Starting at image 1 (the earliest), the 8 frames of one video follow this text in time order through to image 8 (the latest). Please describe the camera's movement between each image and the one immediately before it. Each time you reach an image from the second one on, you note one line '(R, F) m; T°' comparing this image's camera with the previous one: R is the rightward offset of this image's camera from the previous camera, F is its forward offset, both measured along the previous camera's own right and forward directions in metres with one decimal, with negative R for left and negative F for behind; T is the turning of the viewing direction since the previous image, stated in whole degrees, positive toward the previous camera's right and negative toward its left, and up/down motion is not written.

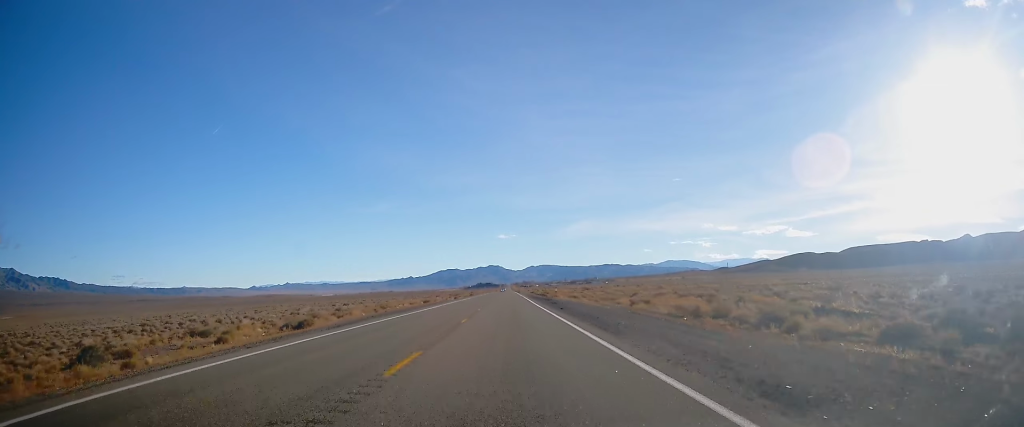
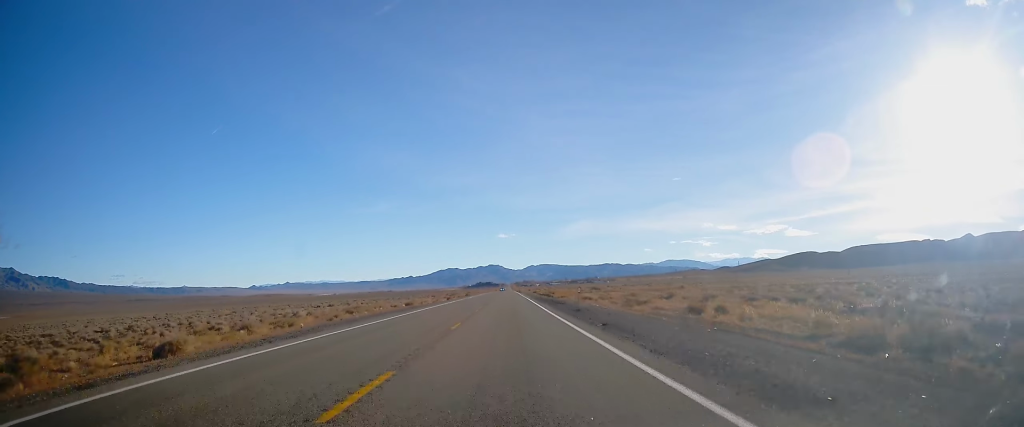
(-0.2, +15.0) m; 0°
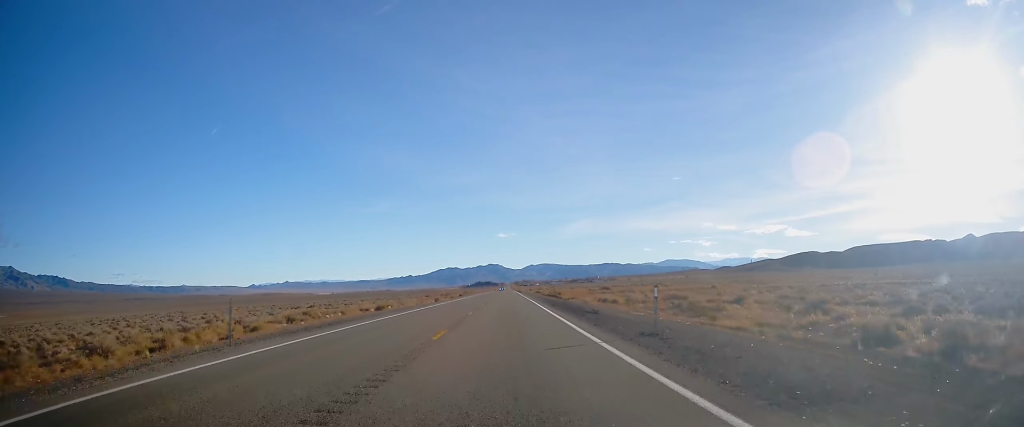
(-0.1, +16.1) m; -1°
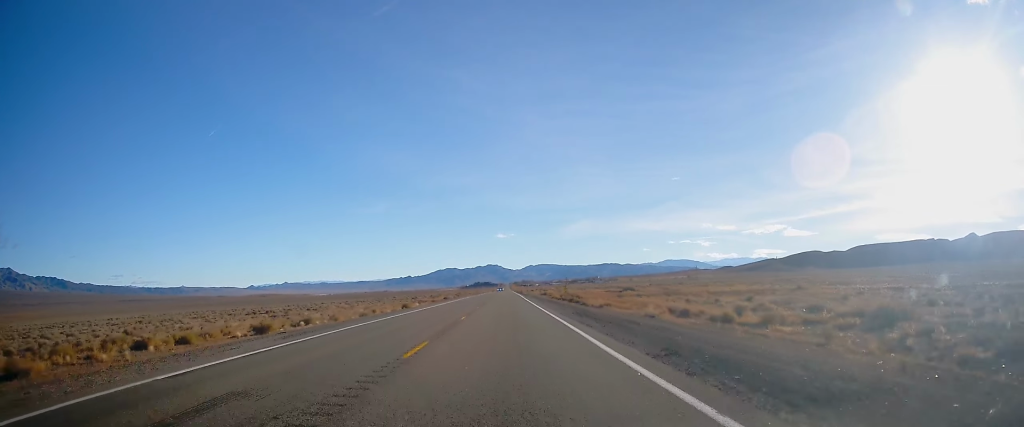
(-0.1, +27.5) m; 0°
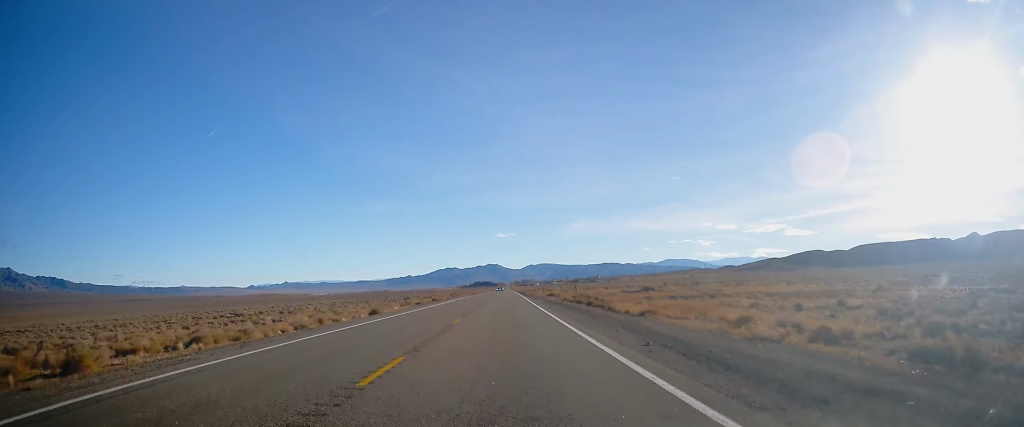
(0.0, +15.0) m; 0°
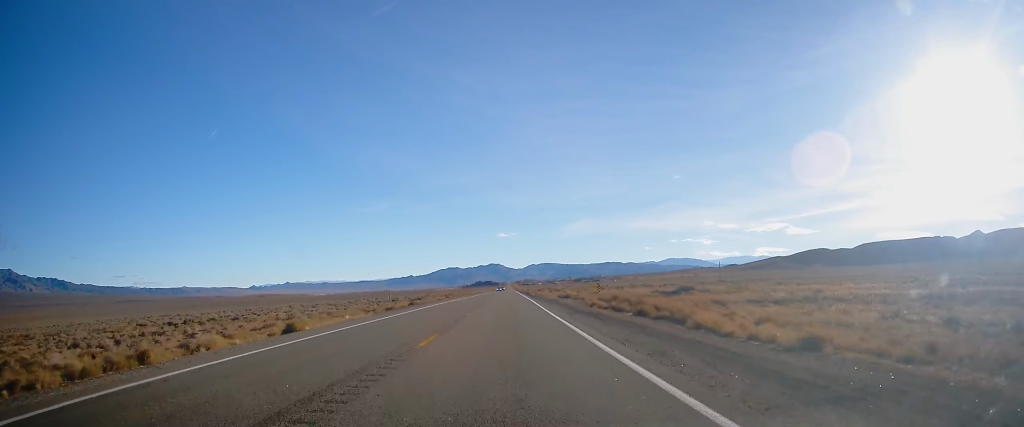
(+0.1, +19.8) m; 0°
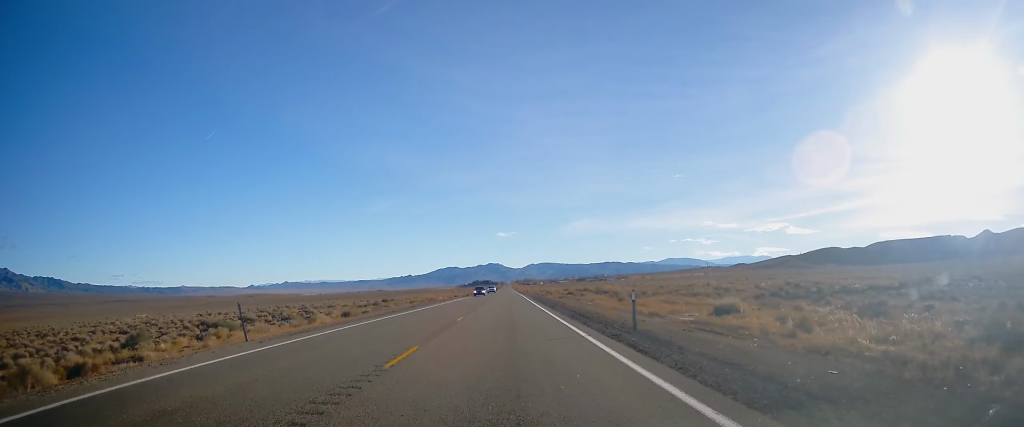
(+0.6, +87.9) m; 0°
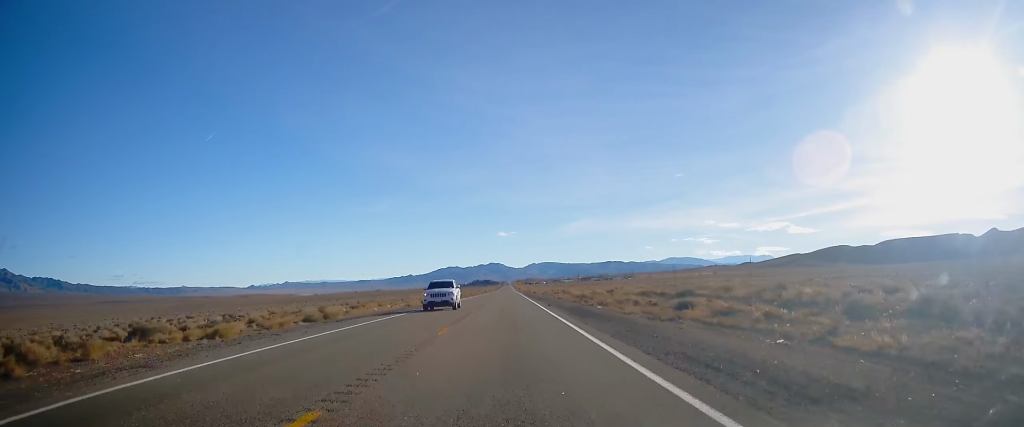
(-0.4, +54.8) m; 0°
